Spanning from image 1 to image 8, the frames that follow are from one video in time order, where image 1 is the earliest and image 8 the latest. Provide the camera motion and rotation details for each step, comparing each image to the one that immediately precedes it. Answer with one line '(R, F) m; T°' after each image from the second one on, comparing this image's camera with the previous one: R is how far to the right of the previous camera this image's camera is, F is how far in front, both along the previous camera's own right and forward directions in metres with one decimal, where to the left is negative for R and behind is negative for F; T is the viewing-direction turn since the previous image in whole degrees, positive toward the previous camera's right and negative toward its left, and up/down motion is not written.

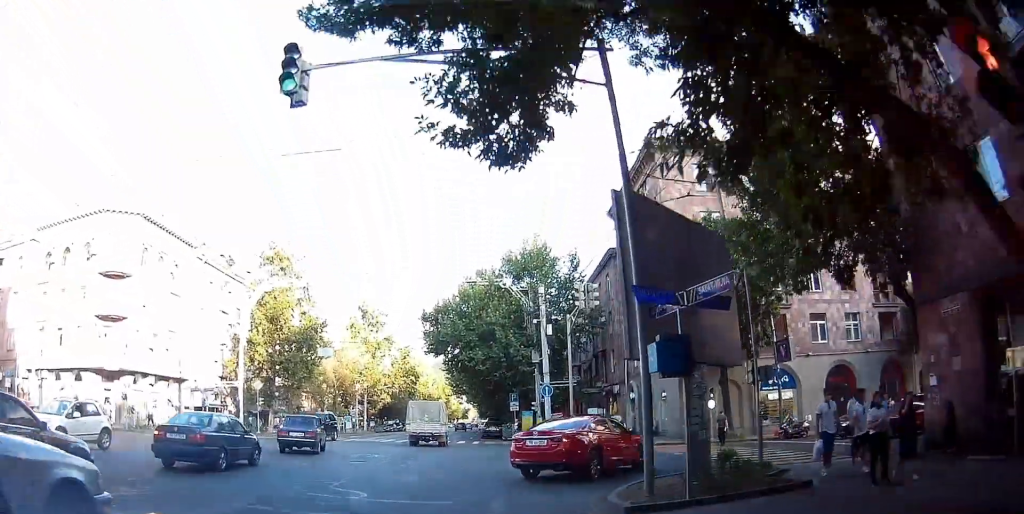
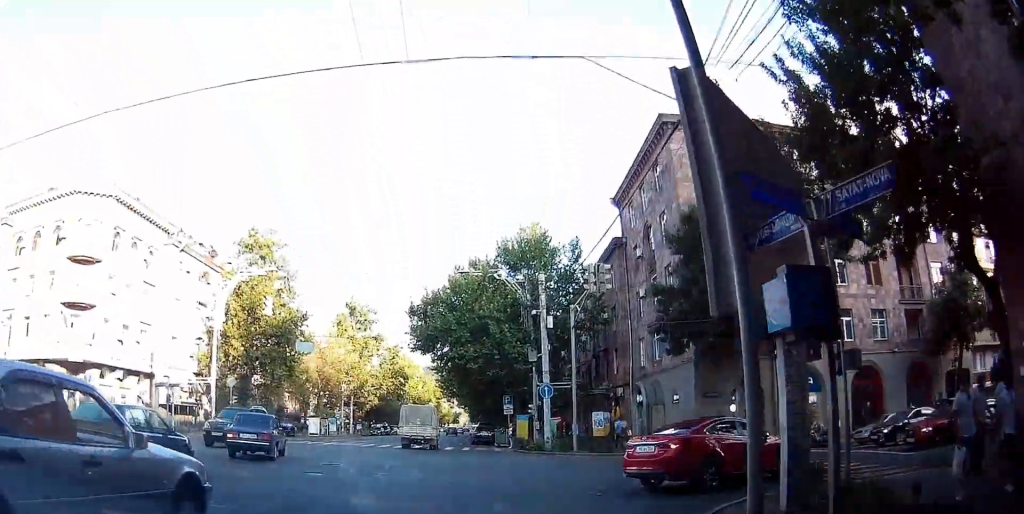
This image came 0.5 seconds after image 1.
(-0.1, +3.8) m; 0°
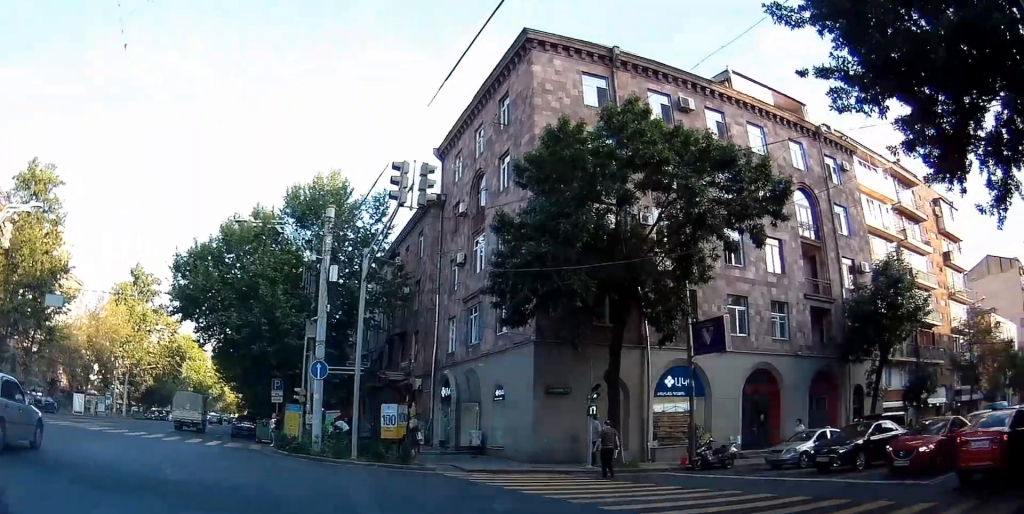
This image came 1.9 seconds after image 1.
(+1.8, +10.0) m; +28°
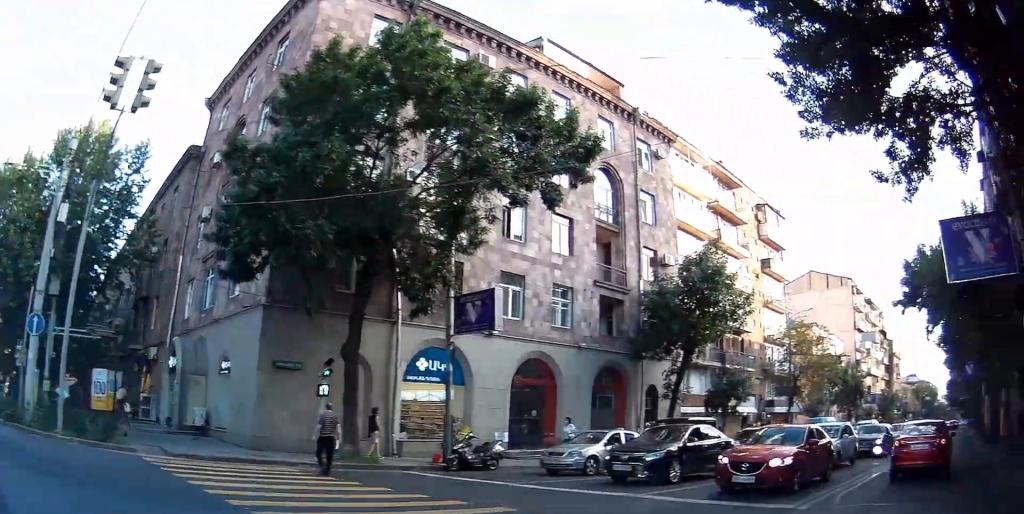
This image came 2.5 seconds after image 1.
(+0.2, +4.8) m; +17°
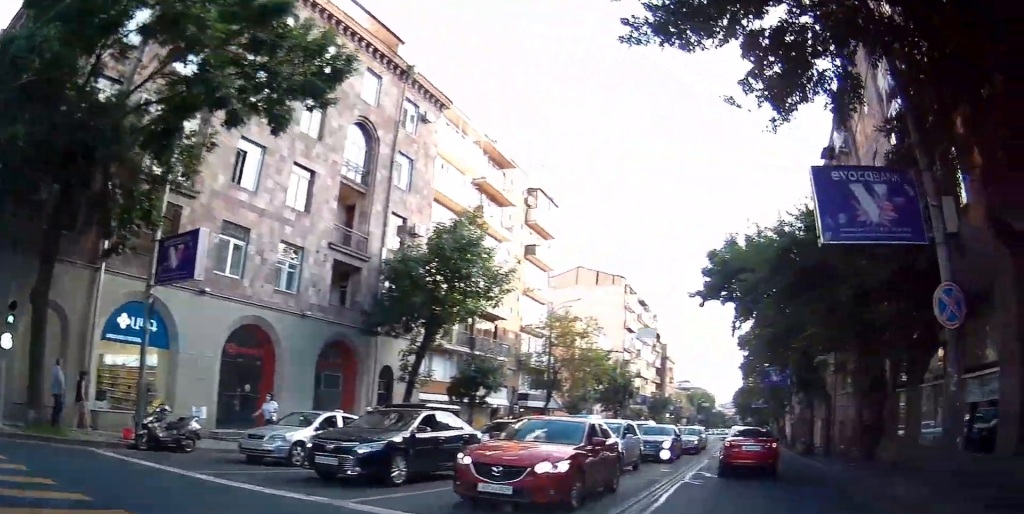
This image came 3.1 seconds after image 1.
(+1.1, +4.6) m; +12°
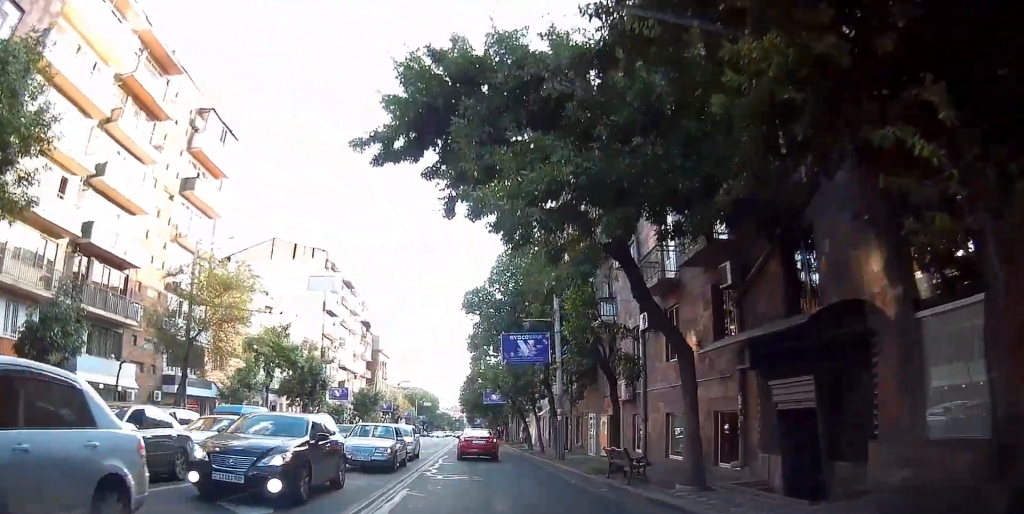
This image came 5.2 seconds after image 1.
(+4.9, +17.4) m; +28°
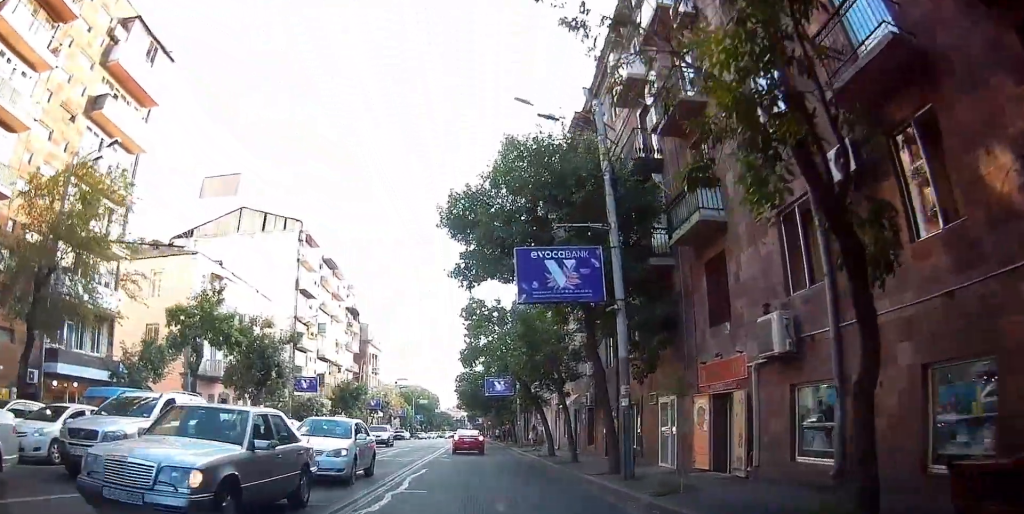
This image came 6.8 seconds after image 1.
(+1.7, +11.8) m; +10°
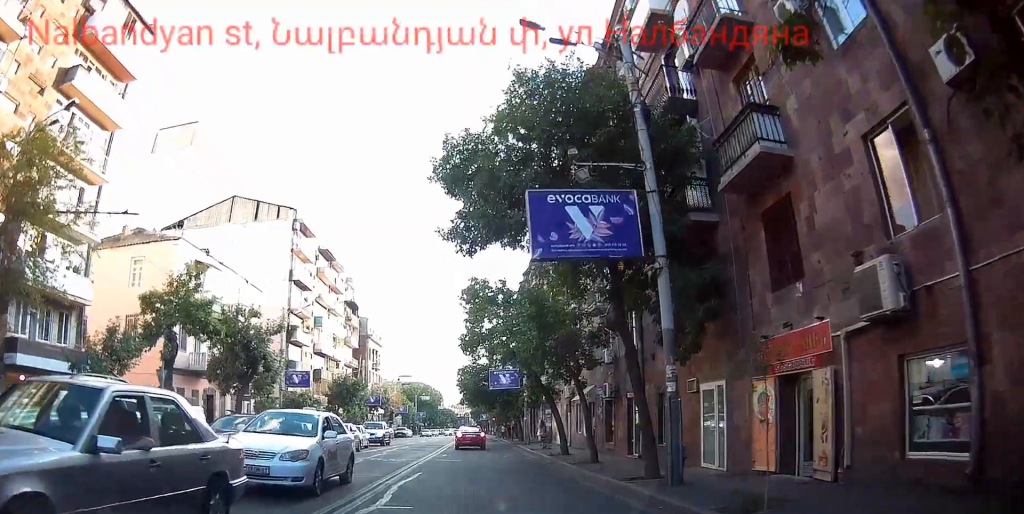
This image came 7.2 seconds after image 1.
(-0.3, +3.1) m; 0°
